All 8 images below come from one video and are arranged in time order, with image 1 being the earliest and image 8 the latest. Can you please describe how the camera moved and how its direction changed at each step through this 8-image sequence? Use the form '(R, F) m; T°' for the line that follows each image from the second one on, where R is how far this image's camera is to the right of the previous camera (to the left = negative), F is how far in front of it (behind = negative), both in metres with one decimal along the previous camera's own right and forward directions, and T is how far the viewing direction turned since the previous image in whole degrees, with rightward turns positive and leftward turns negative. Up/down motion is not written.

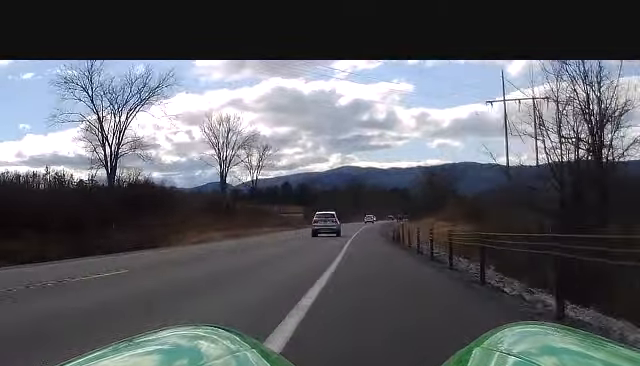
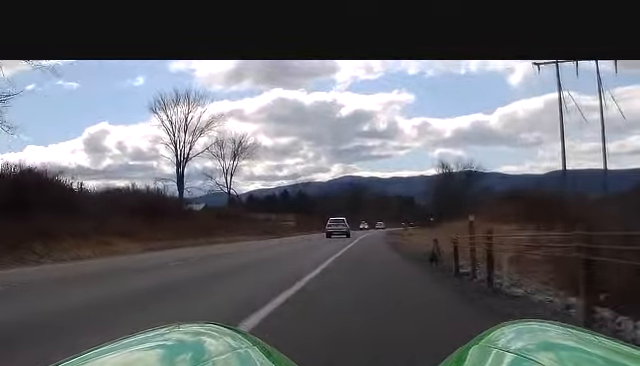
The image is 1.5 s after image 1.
(0.0, +30.7) m; -1°
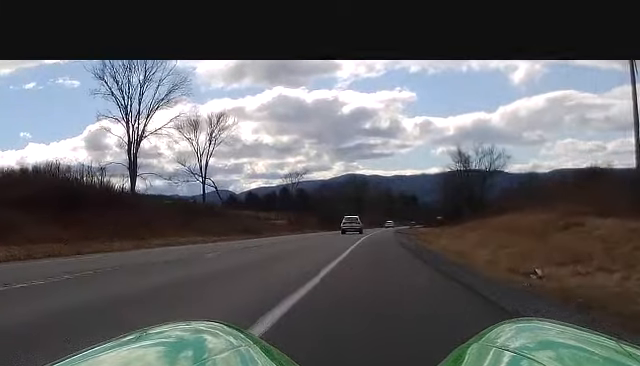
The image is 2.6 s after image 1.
(-0.4, +21.3) m; -1°
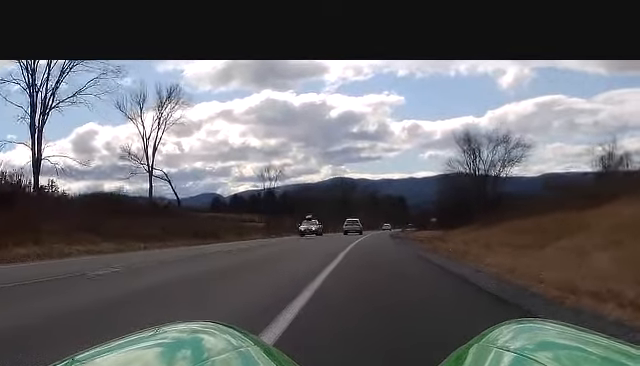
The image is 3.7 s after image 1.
(+0.1, +21.1) m; +1°
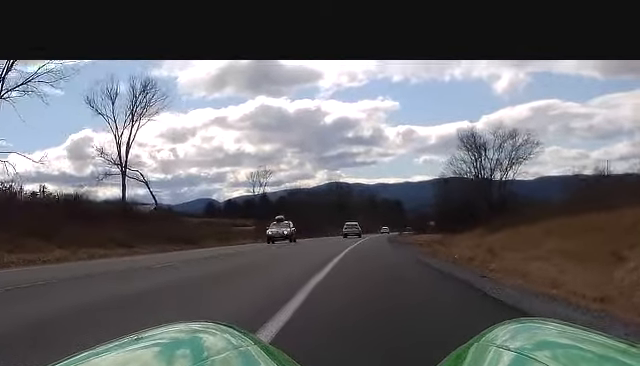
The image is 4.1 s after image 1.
(-0.1, +7.9) m; +1°
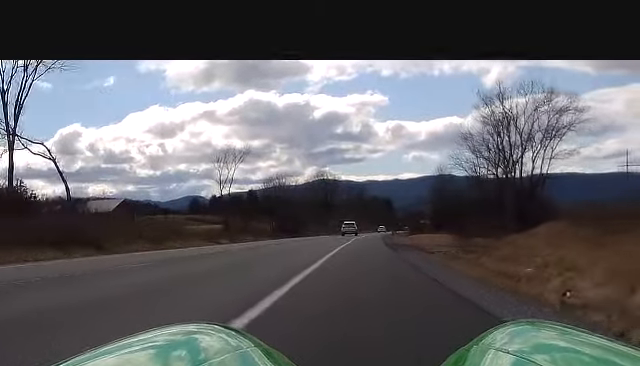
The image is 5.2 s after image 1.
(+0.7, +22.8) m; +1°
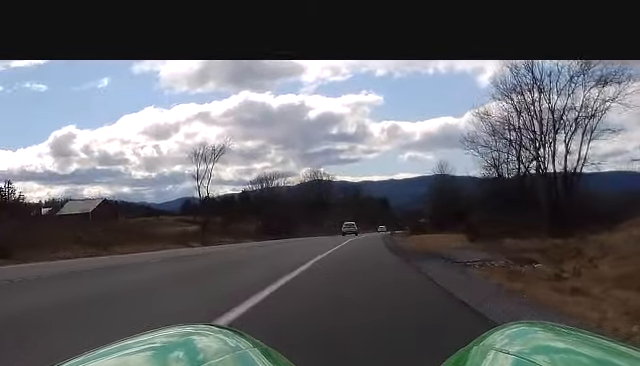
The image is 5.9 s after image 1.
(-0.2, +12.9) m; 0°
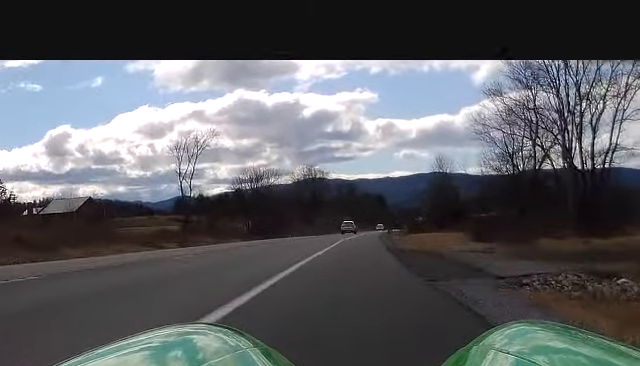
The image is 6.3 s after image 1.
(-0.3, +7.7) m; 0°
